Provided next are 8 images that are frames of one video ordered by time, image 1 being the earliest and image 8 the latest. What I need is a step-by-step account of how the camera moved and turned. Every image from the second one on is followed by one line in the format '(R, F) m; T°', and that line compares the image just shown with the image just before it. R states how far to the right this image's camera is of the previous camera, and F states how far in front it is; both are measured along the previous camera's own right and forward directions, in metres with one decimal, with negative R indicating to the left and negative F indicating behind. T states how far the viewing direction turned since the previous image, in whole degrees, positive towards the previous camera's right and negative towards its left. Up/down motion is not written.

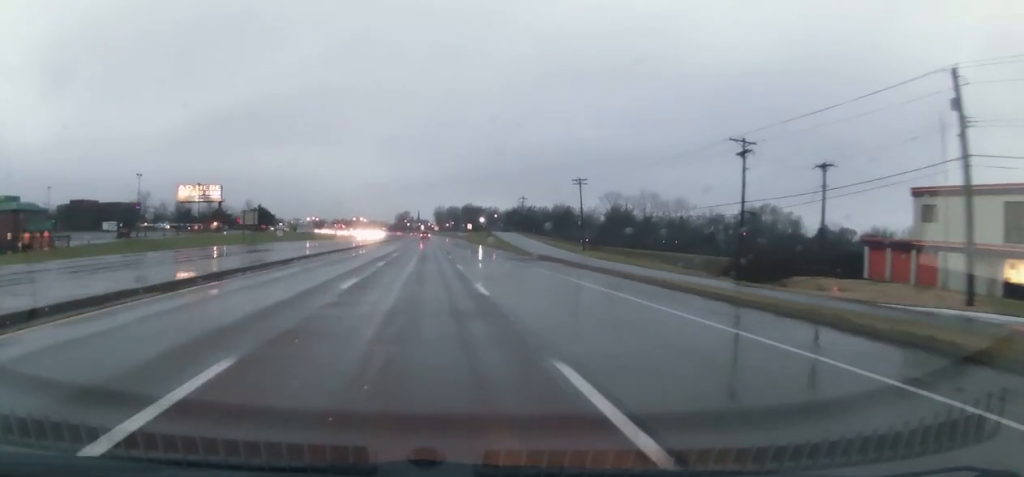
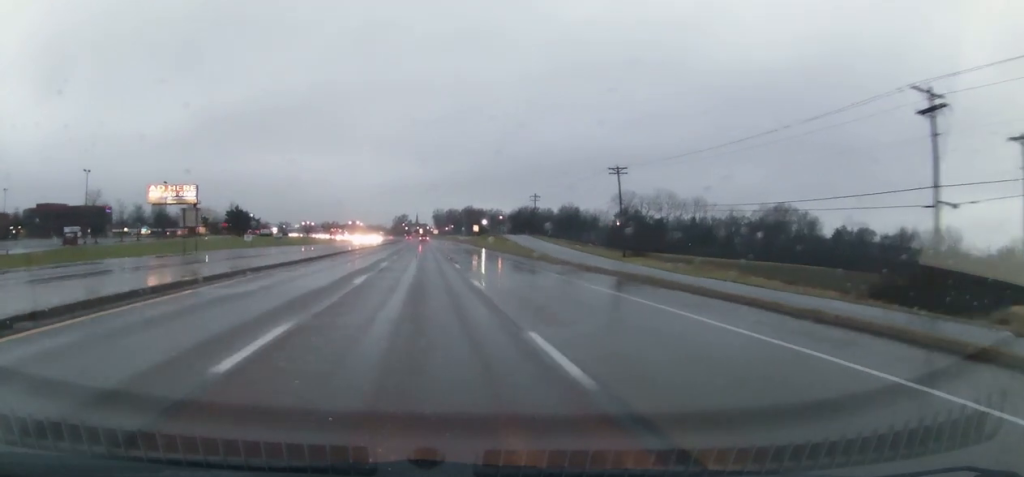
(+0.2, +23.0) m; -1°
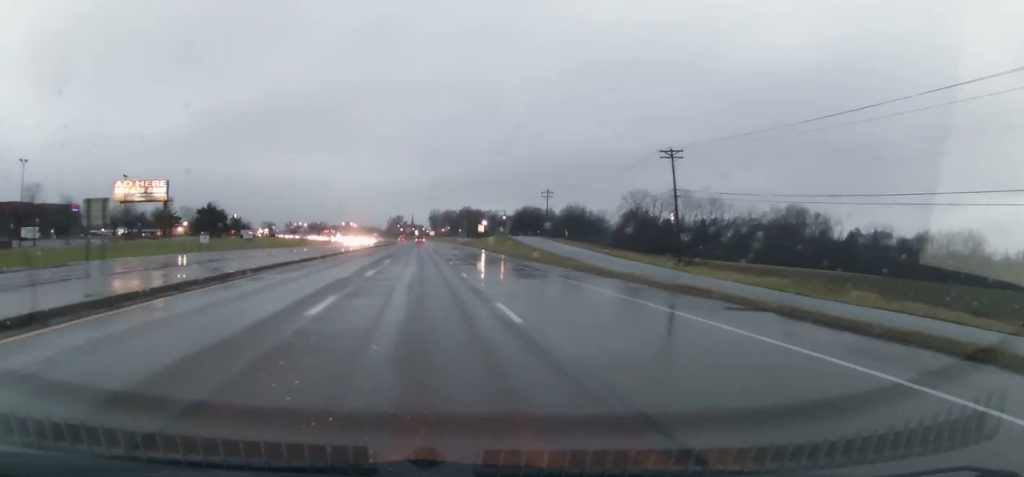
(-0.3, +20.5) m; 0°
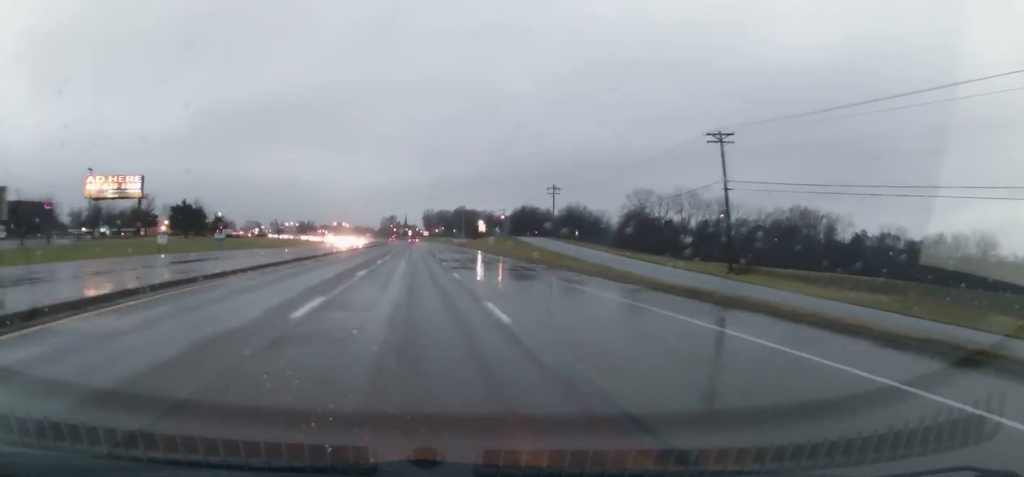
(+0.3, +12.8) m; 0°
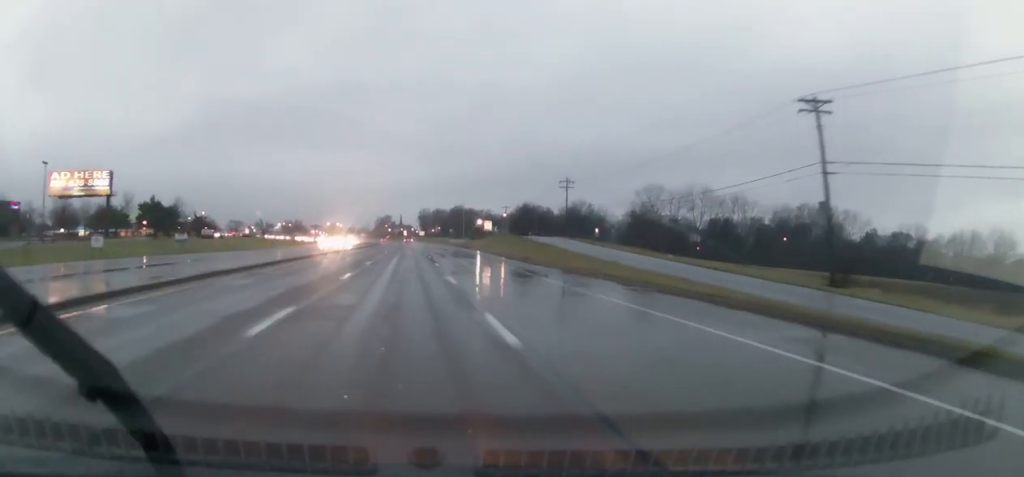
(-0.3, +15.3) m; -1°
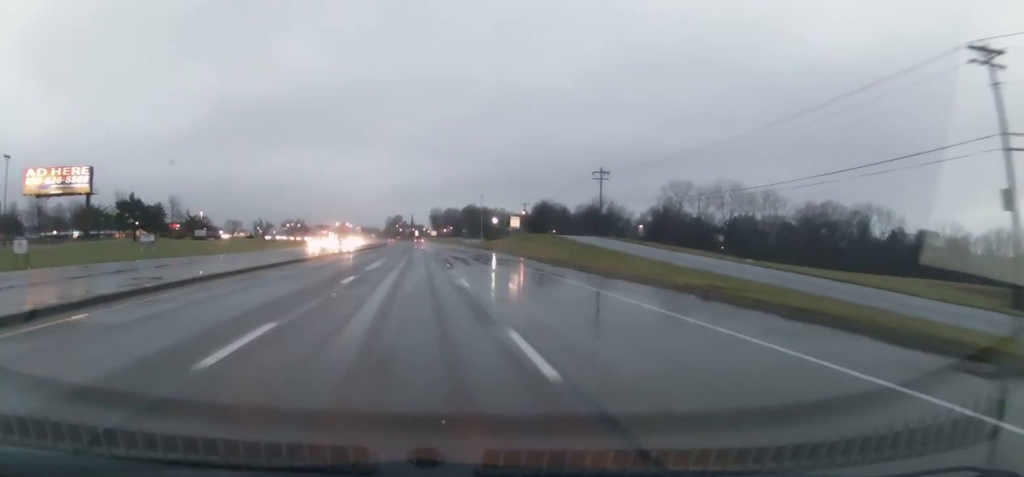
(0.0, +14.9) m; 0°
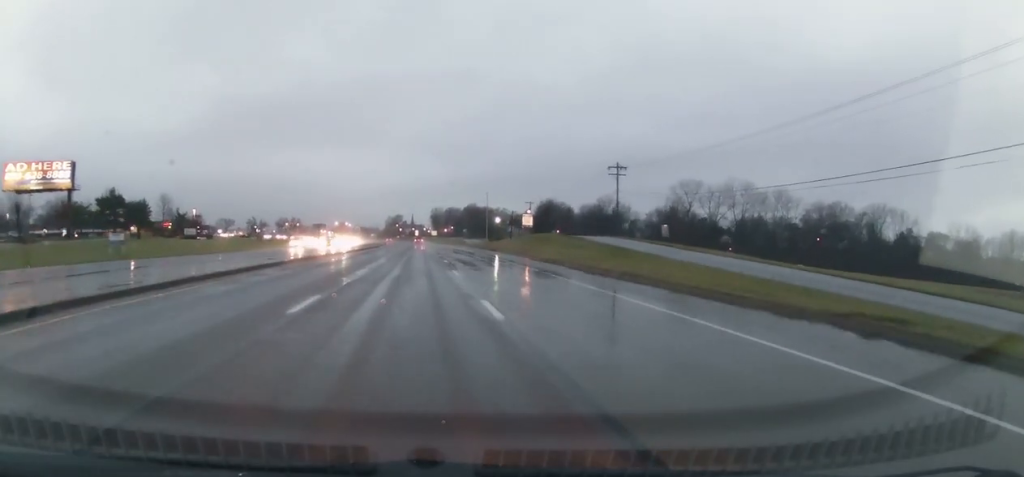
(0.0, +8.0) m; 0°
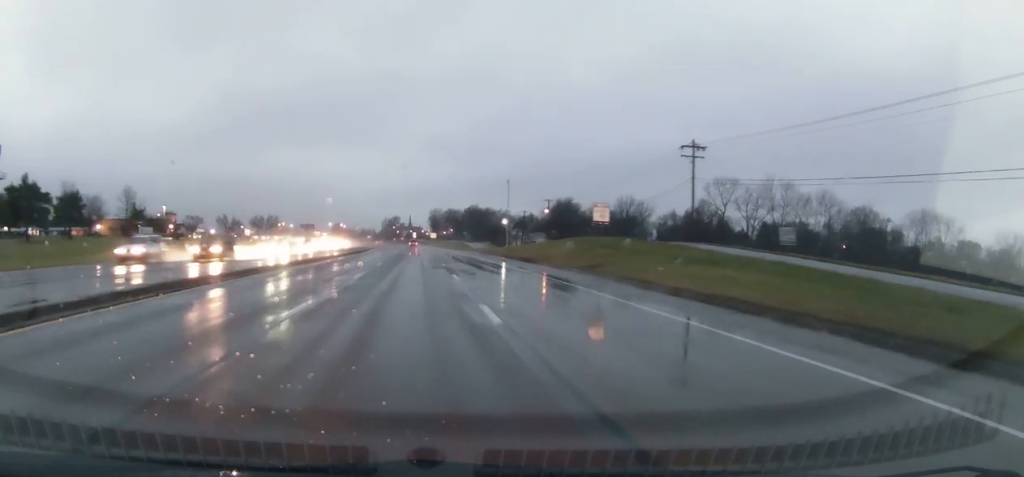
(+0.3, +26.1) m; +1°
